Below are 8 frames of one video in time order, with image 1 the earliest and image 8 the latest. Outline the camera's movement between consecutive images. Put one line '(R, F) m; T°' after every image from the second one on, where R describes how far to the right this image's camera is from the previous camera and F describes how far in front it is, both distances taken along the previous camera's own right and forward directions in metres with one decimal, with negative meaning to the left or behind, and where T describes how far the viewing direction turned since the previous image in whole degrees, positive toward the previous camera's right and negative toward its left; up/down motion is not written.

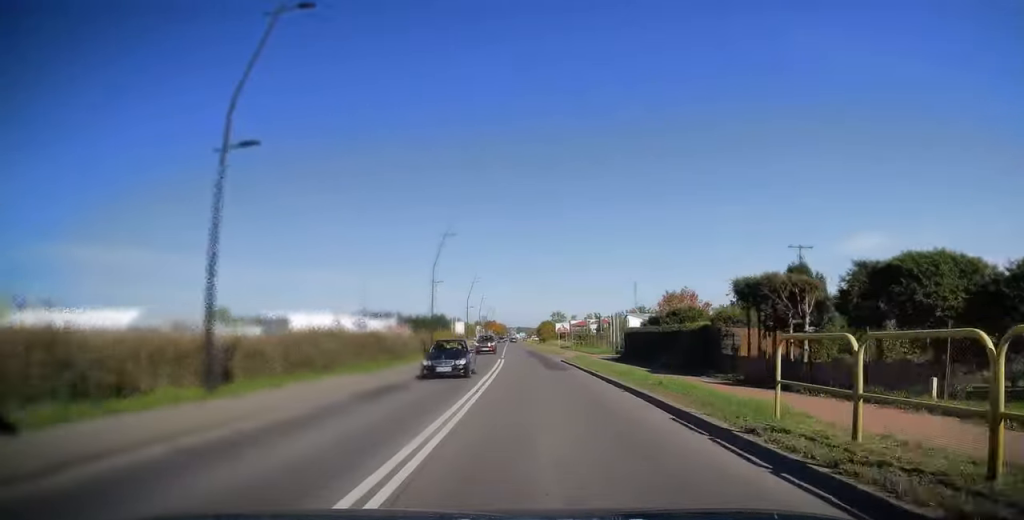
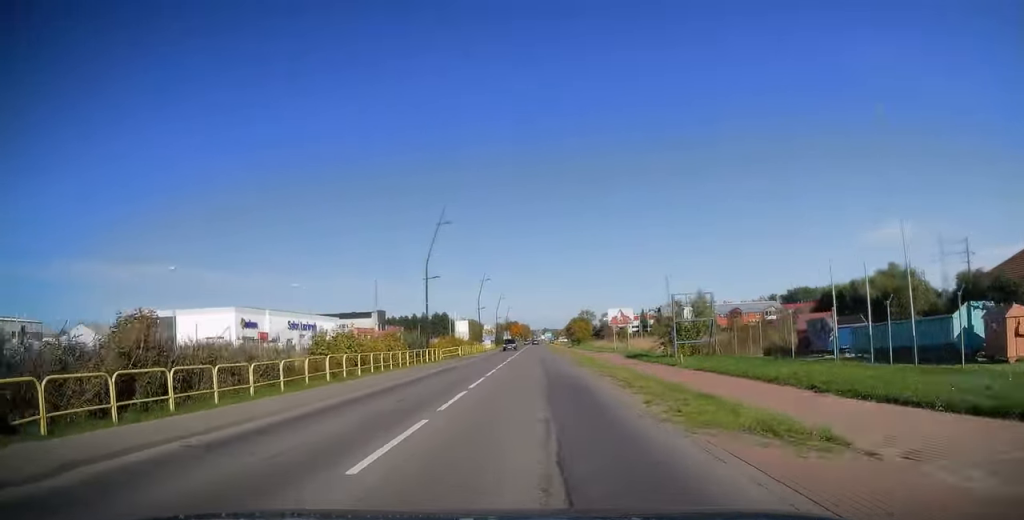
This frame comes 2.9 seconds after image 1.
(-1.3, +48.9) m; -3°
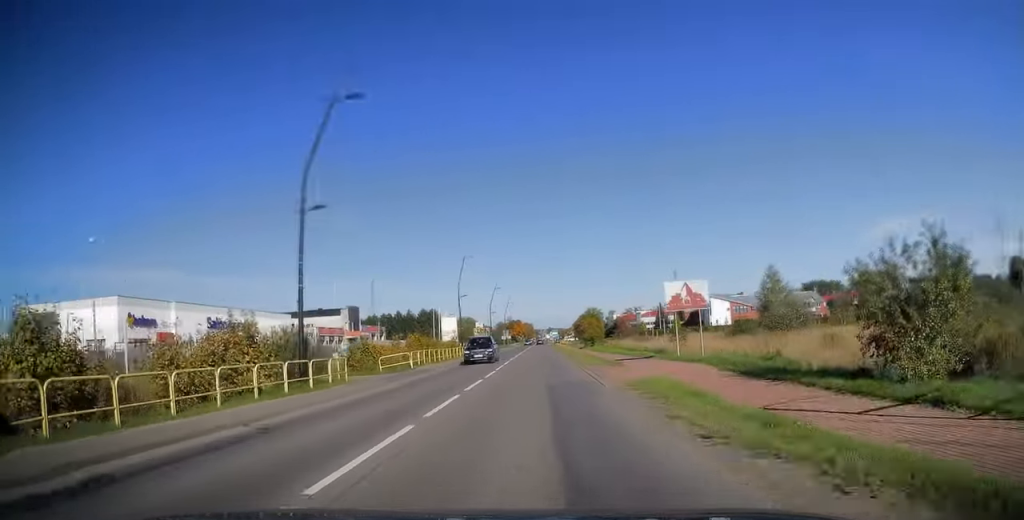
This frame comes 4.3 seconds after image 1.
(-0.3, +27.5) m; -1°
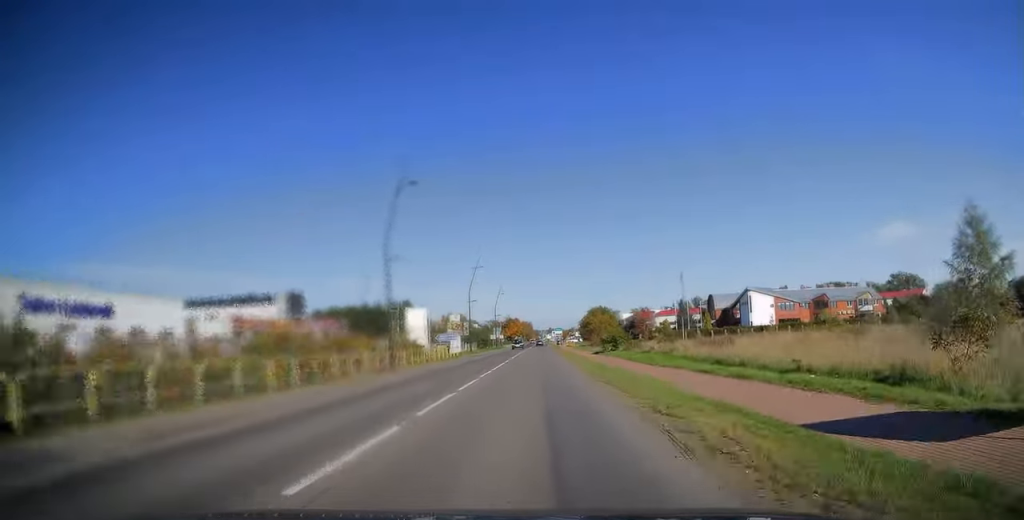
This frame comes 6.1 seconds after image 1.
(-0.2, +32.8) m; 0°
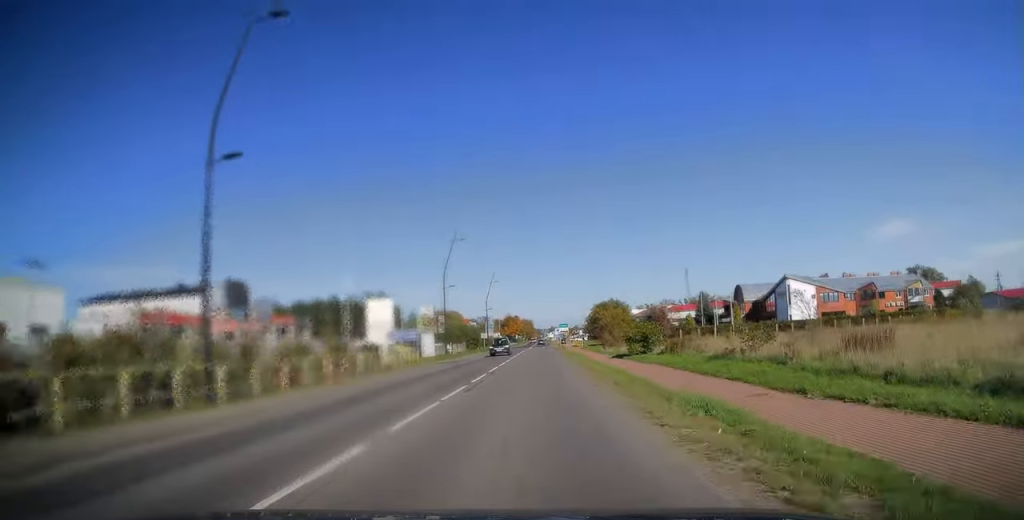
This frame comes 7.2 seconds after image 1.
(-0.1, +20.9) m; 0°
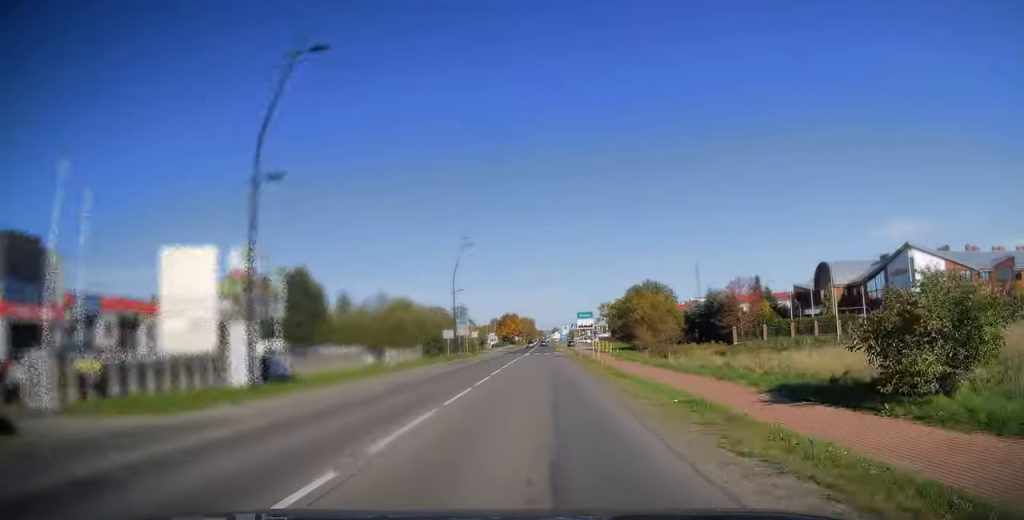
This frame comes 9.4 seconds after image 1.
(+0.2, +37.9) m; 0°
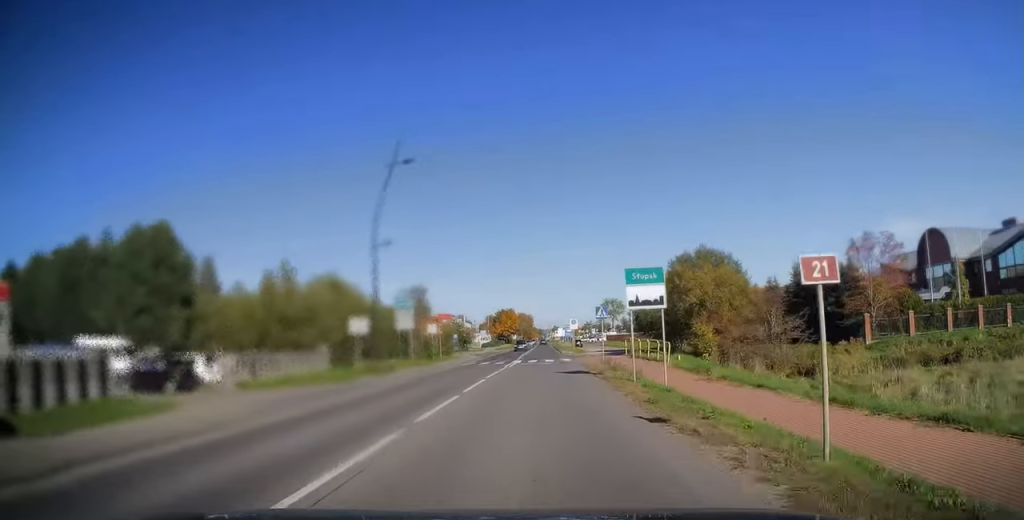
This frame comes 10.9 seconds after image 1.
(-0.2, +26.5) m; 0°
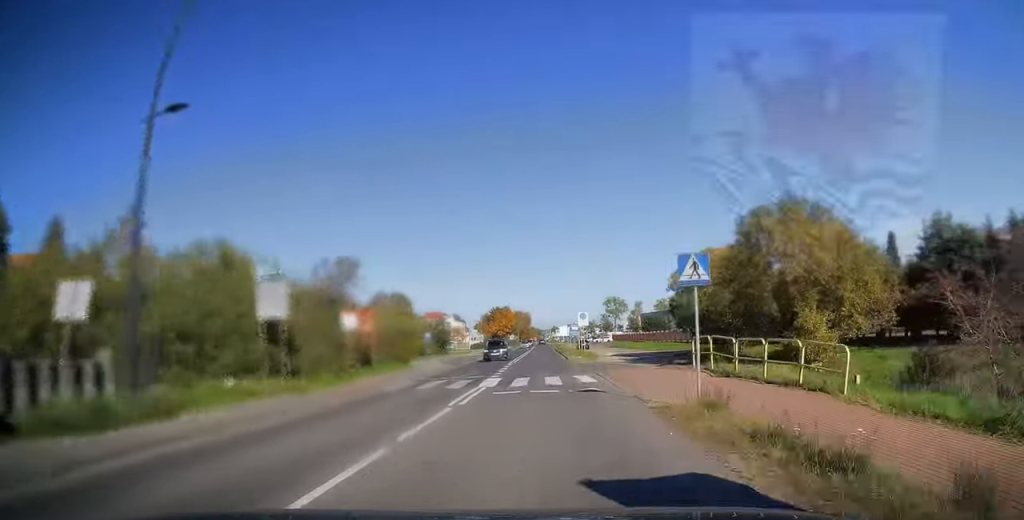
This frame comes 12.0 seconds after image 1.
(0.0, +18.4) m; 0°
